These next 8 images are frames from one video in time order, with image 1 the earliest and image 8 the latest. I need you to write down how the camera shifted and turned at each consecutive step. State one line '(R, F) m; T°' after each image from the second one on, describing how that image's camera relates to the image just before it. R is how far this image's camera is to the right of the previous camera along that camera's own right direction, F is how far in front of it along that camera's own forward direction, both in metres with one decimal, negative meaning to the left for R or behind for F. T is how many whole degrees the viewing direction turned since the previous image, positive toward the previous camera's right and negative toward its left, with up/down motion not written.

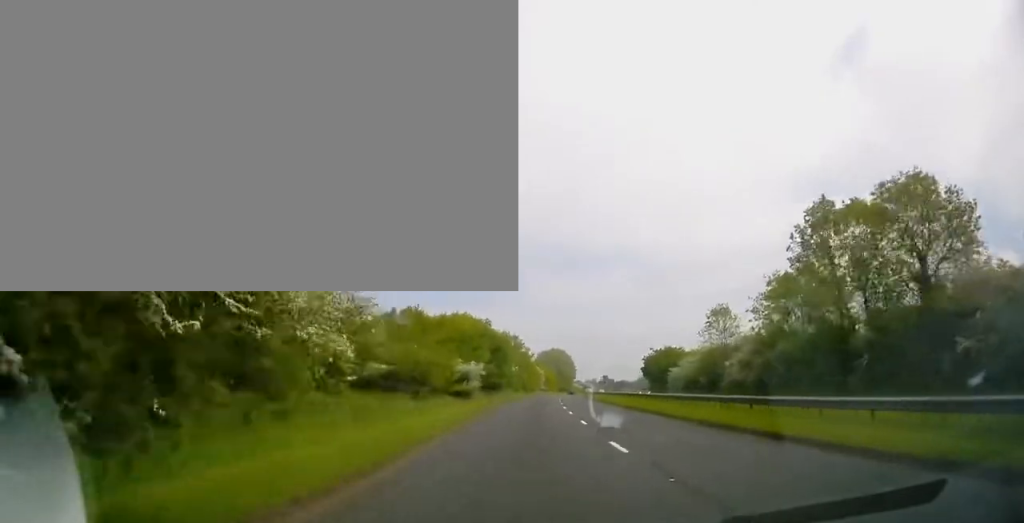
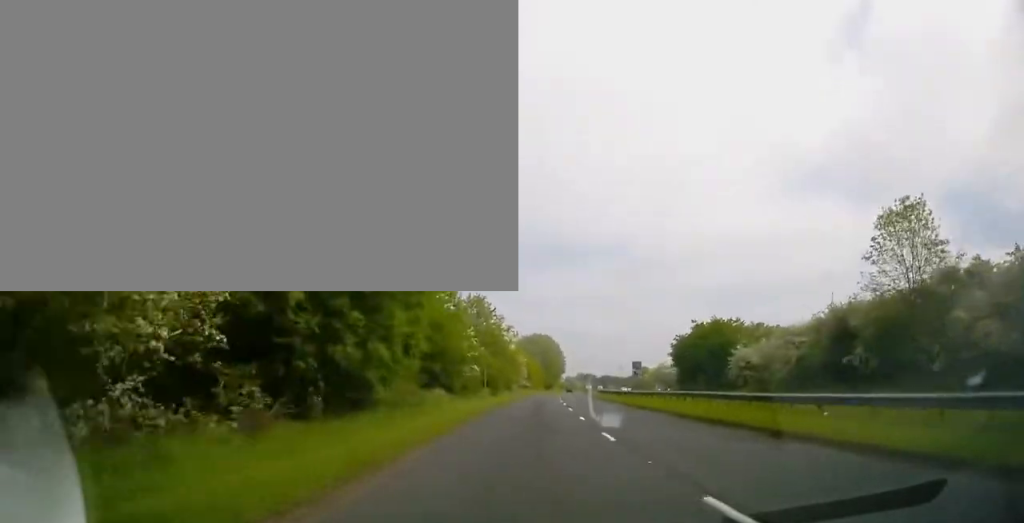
(+0.3, +41.7) m; +2°
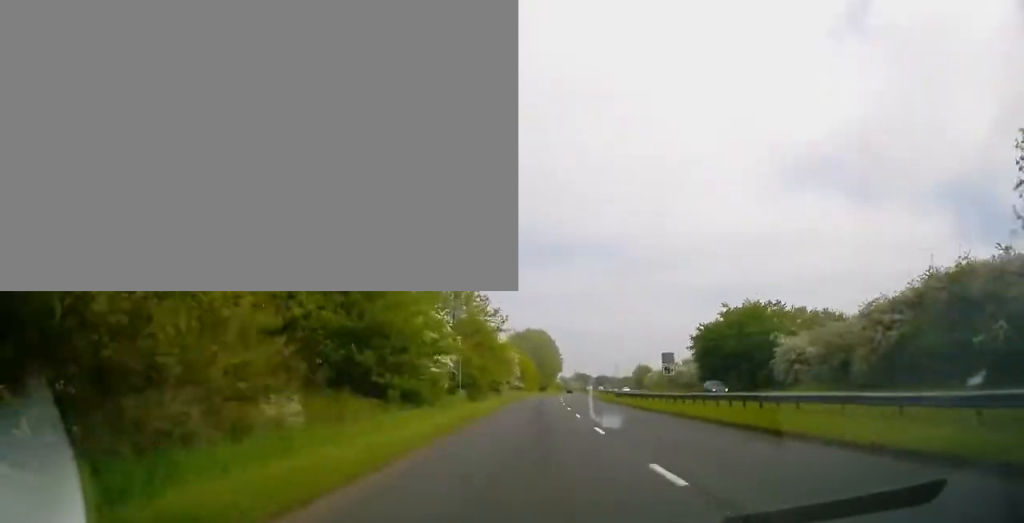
(+0.2, +14.3) m; +1°
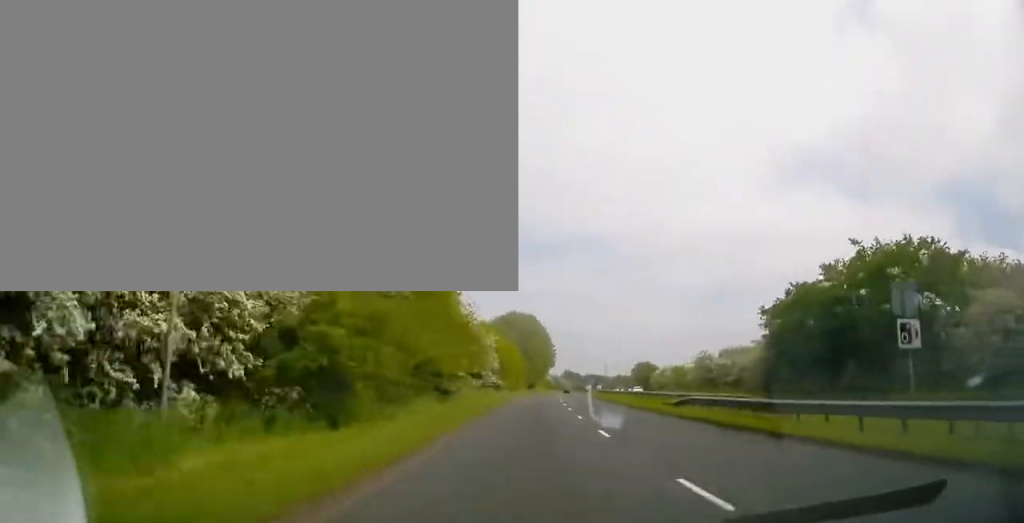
(+0.6, +28.7) m; +2°
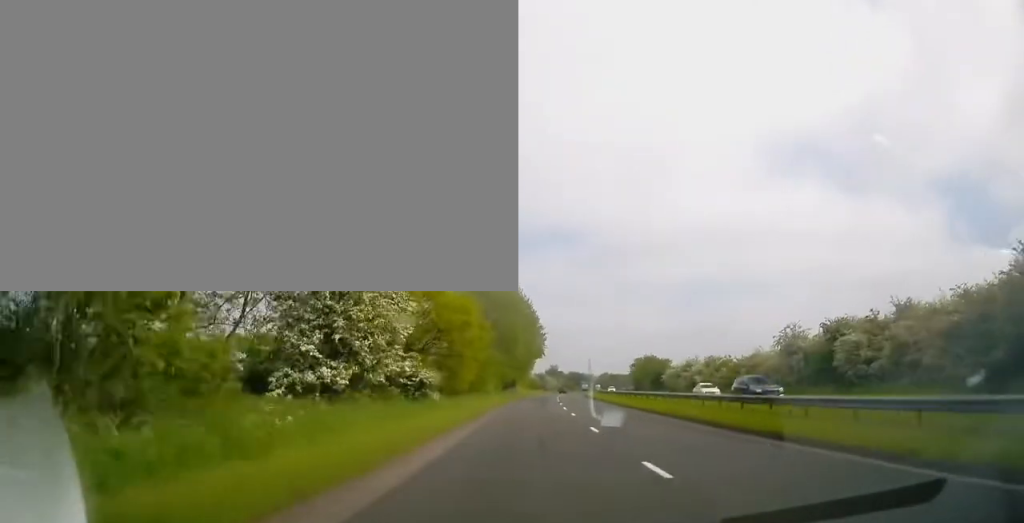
(+0.5, +33.5) m; +2°
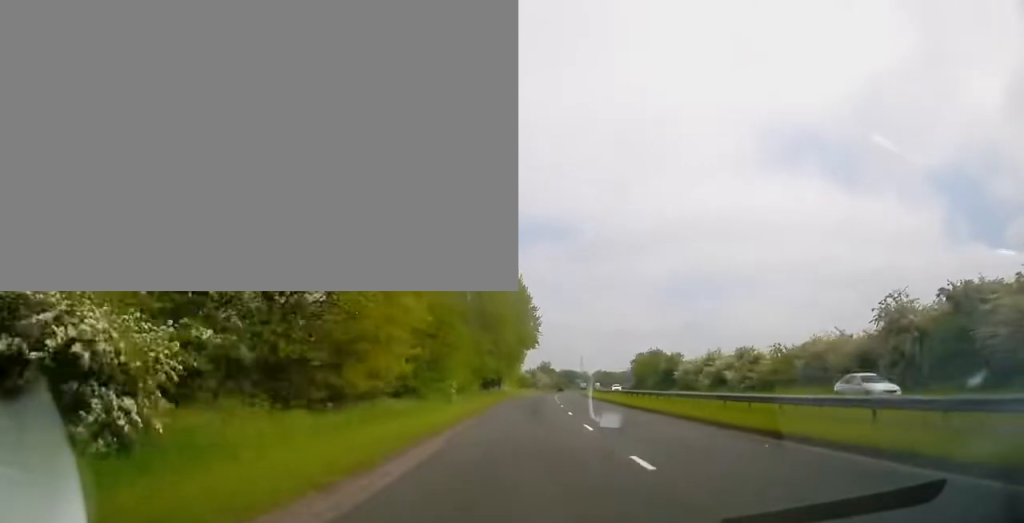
(+0.1, +17.2) m; +1°
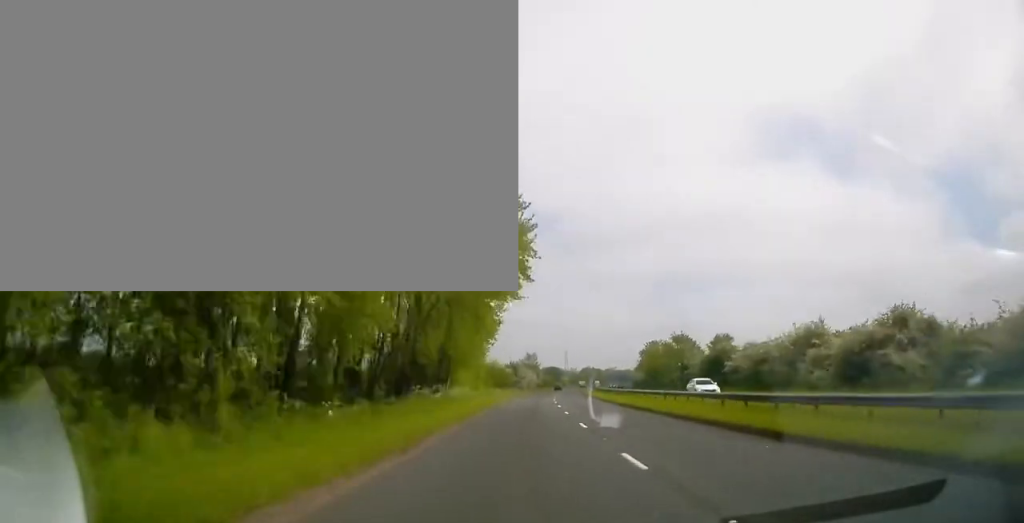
(+0.7, +35.4) m; +2°
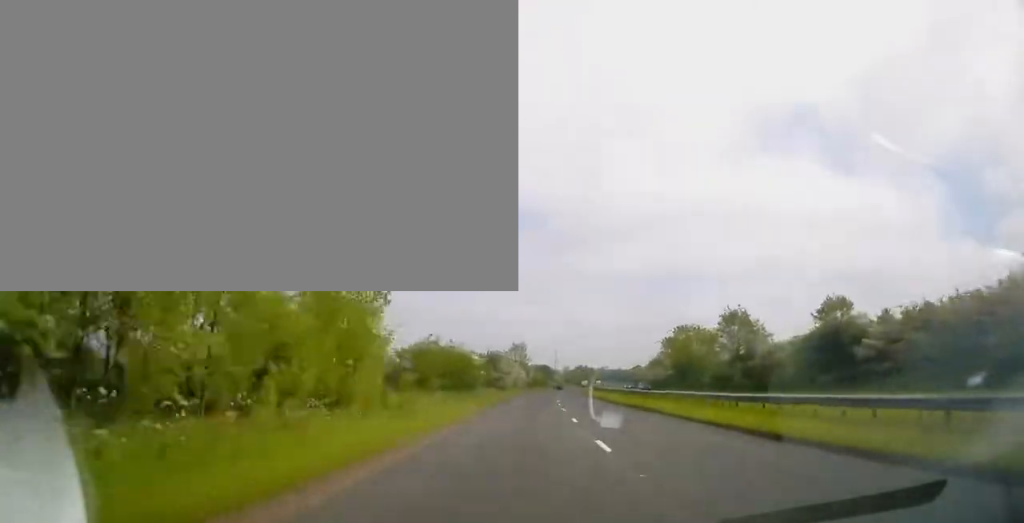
(+0.2, +31.4) m; +1°
